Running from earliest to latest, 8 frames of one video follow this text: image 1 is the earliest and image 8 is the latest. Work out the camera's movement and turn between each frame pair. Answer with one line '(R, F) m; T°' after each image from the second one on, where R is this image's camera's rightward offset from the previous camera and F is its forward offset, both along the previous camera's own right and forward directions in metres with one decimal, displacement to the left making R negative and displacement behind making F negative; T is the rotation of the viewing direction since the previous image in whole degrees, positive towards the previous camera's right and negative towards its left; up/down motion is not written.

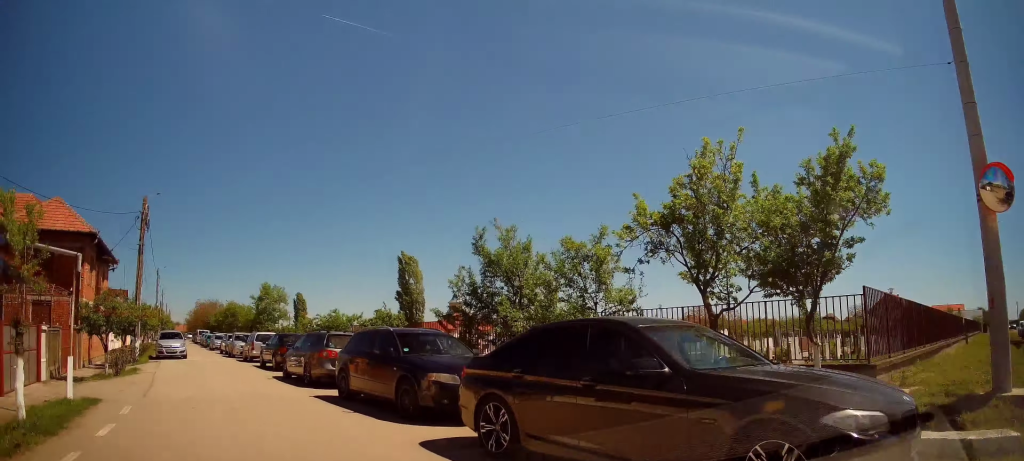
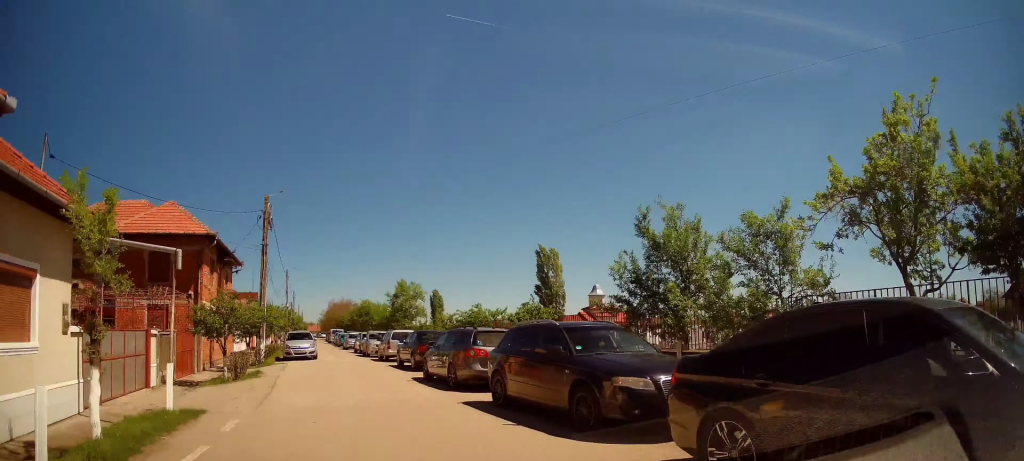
(-0.3, +1.5) m; -11°
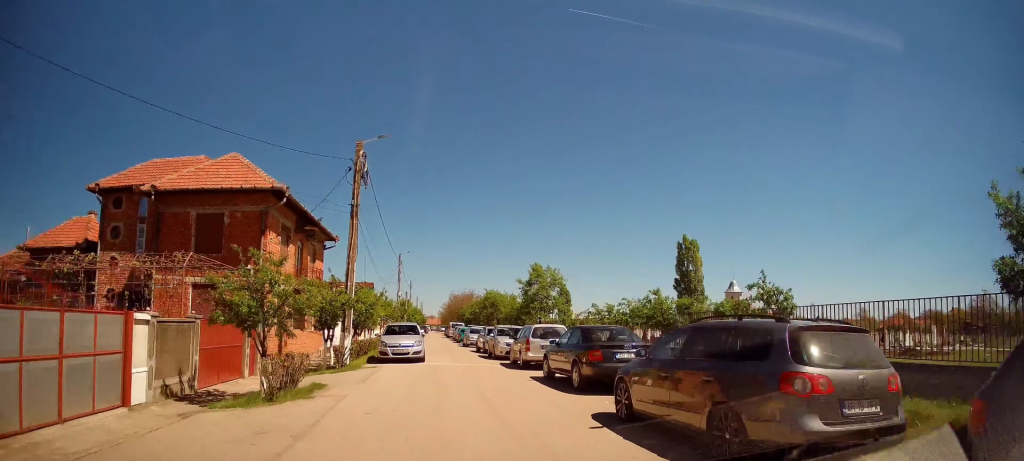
(-1.7, +6.4) m; -14°
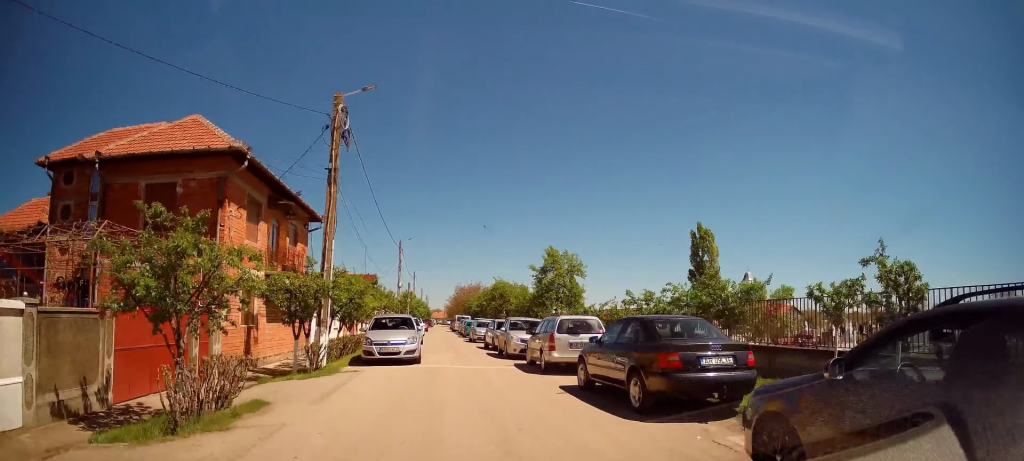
(+0.4, +3.4) m; +3°
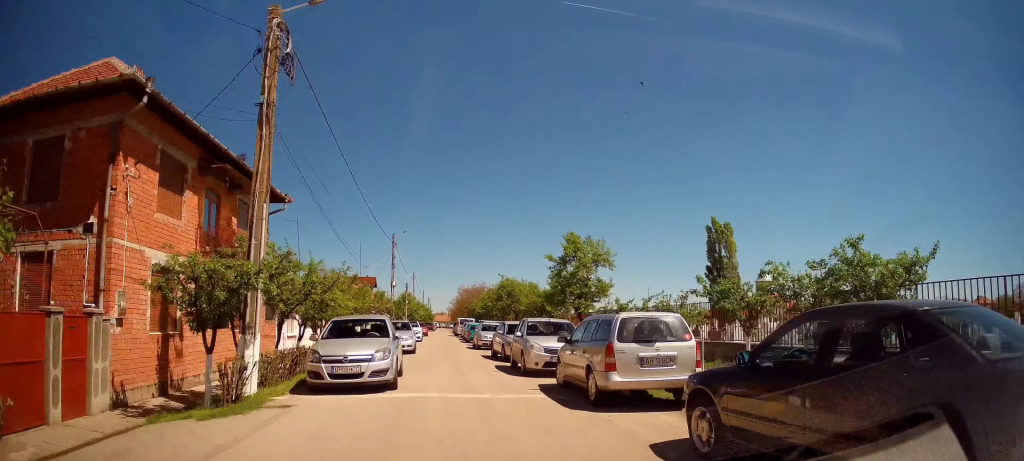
(-0.2, +5.0) m; -6°
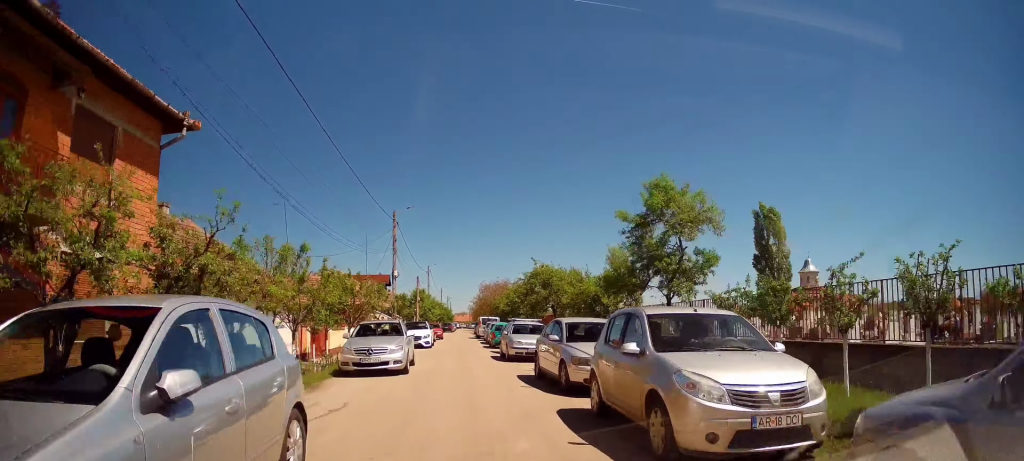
(+0.1, +9.0) m; 0°
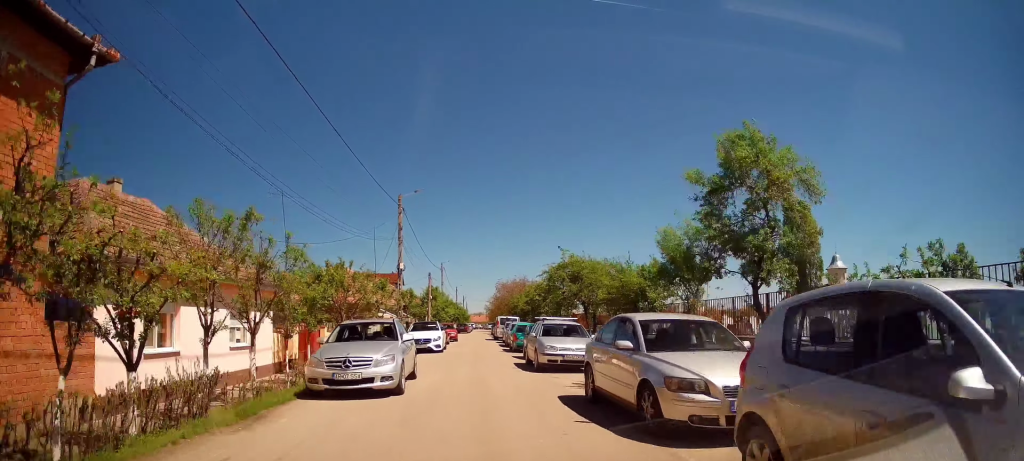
(0.0, +3.9) m; -2°
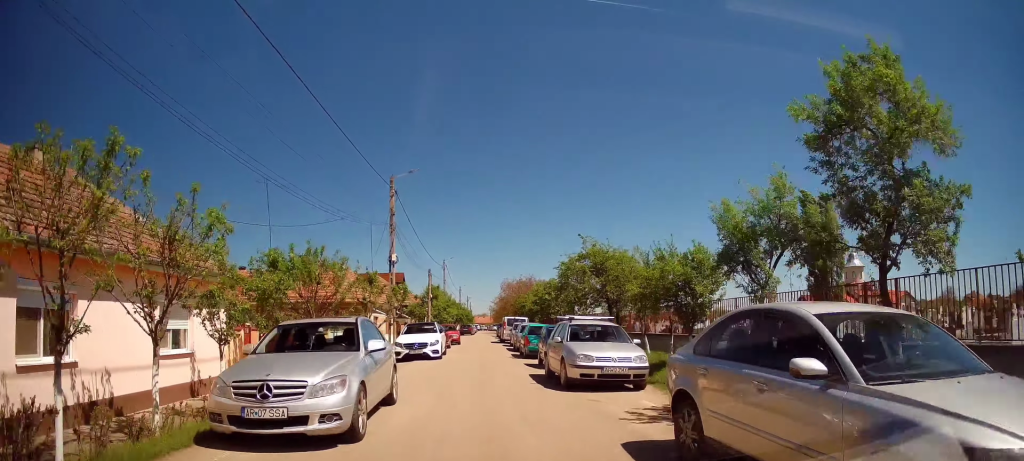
(-0.5, +3.7) m; -2°
